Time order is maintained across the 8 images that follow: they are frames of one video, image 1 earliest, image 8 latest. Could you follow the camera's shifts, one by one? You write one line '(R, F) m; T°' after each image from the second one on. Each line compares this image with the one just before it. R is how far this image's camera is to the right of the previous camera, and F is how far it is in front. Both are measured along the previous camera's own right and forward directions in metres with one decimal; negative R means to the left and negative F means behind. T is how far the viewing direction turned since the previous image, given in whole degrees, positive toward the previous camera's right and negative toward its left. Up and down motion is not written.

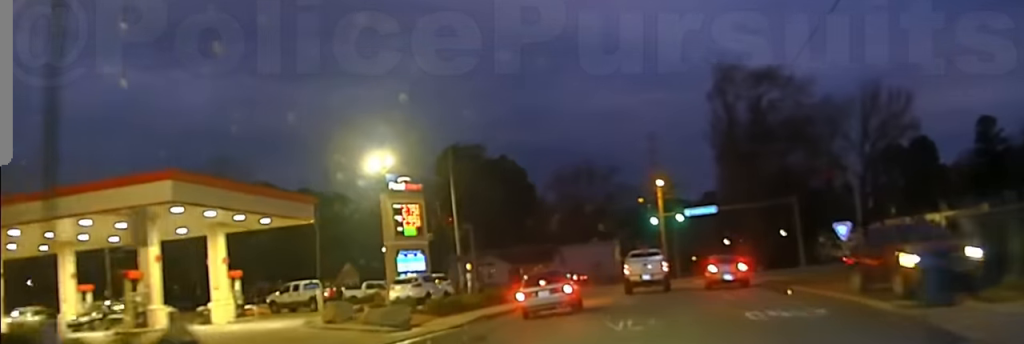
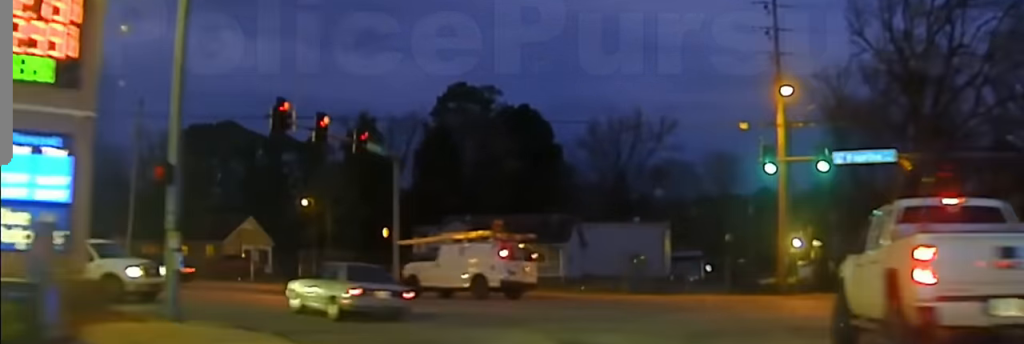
(-2.1, +41.1) m; -4°
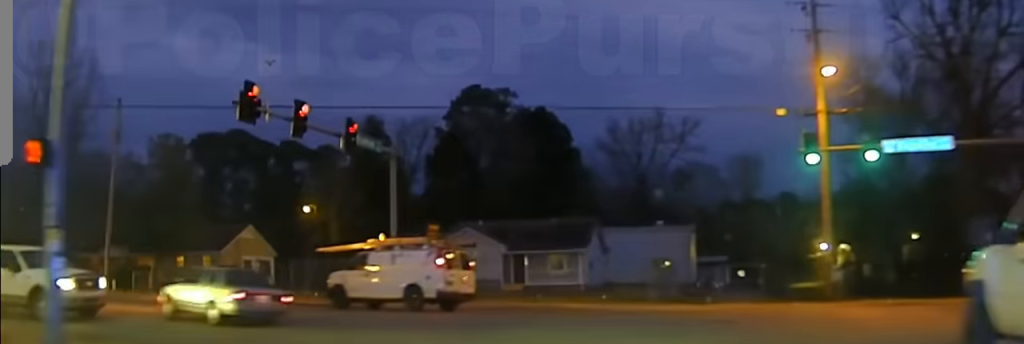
(+0.1, +5.8) m; -1°
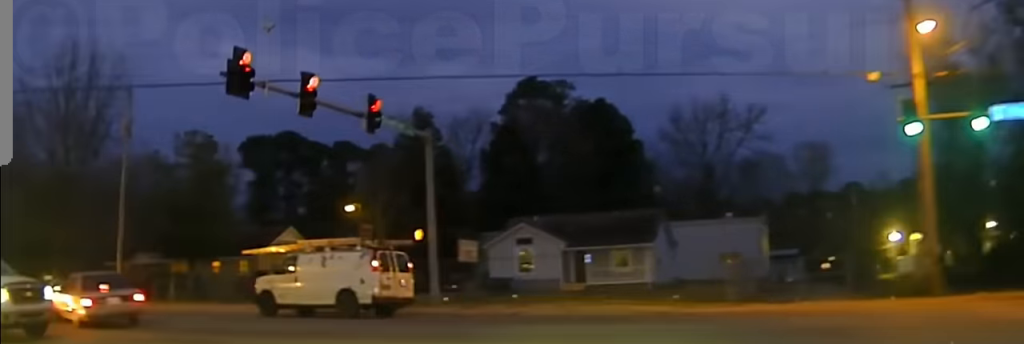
(+0.1, +6.6) m; -4°
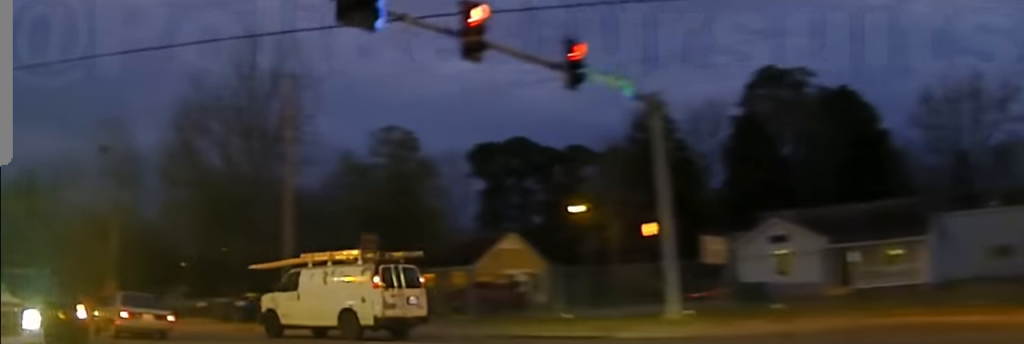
(-0.3, +10.1) m; -15°
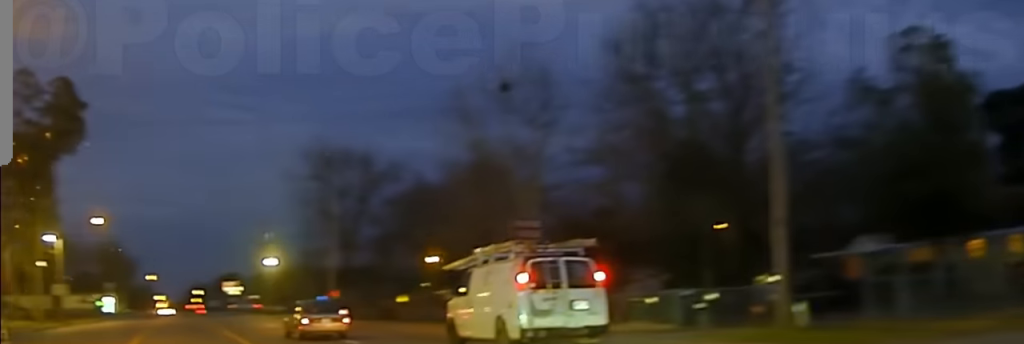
(-6.1, +15.2) m; -38°
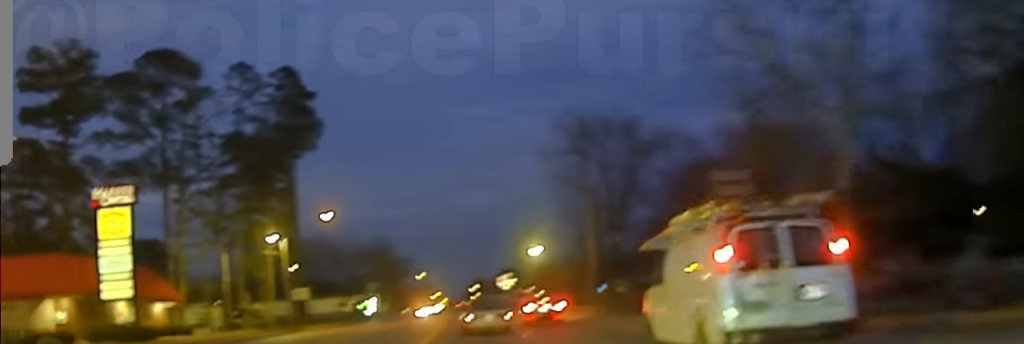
(-1.7, +10.0) m; -15°
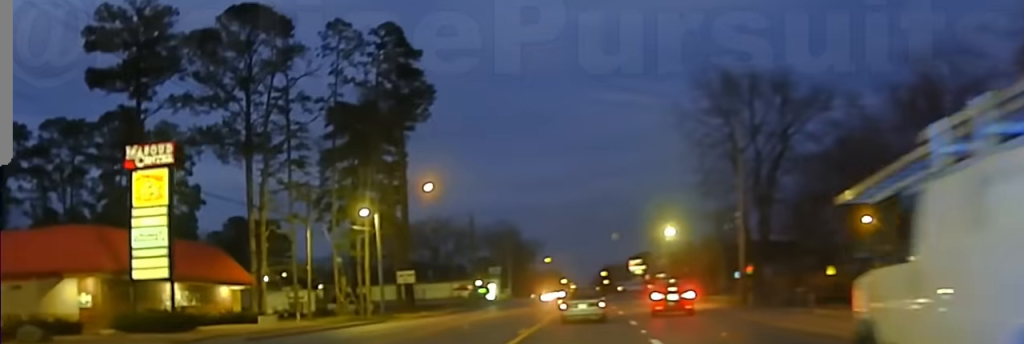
(-0.8, +11.7) m; -5°
